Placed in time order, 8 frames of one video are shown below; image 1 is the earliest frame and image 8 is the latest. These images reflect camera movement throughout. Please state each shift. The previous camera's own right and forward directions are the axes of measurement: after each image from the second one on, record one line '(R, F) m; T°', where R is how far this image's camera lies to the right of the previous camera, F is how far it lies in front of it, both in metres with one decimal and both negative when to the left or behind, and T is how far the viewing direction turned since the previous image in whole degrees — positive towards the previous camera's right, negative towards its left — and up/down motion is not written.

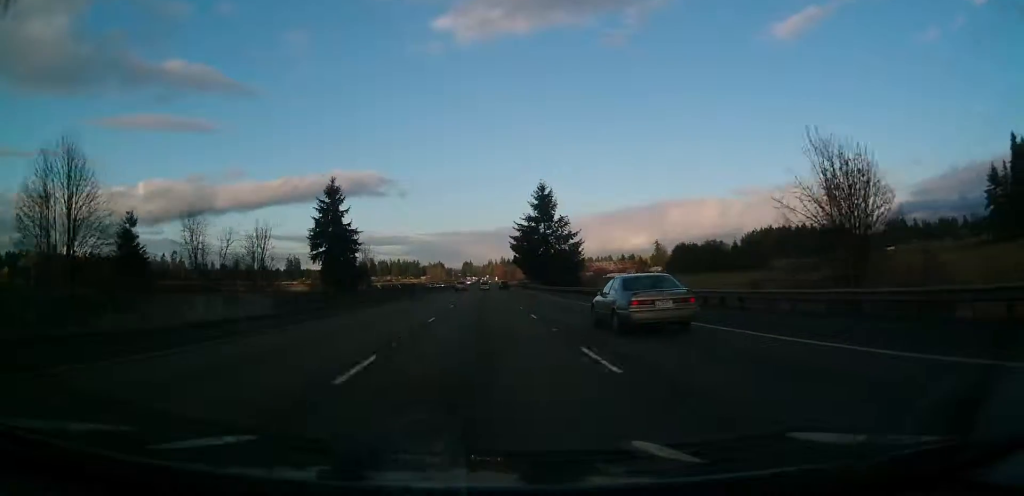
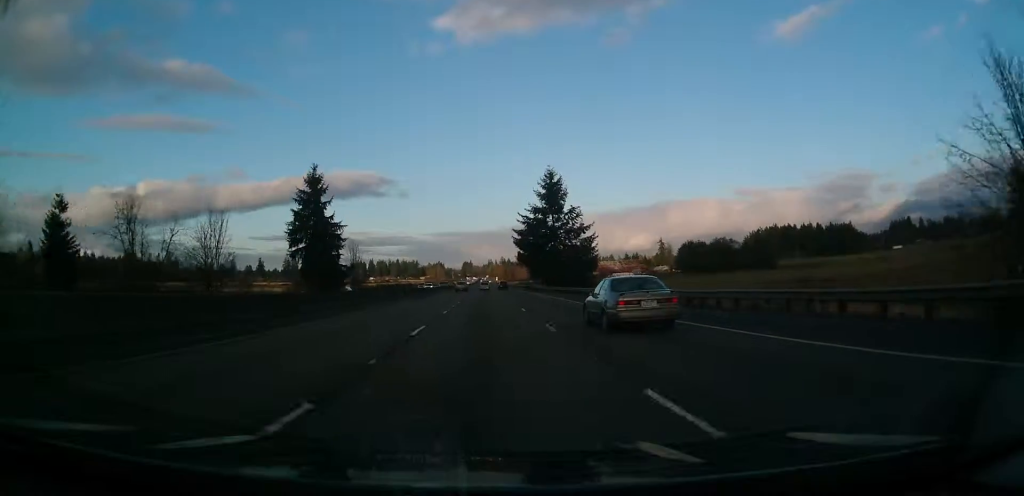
(+0.2, +16.4) m; 0°
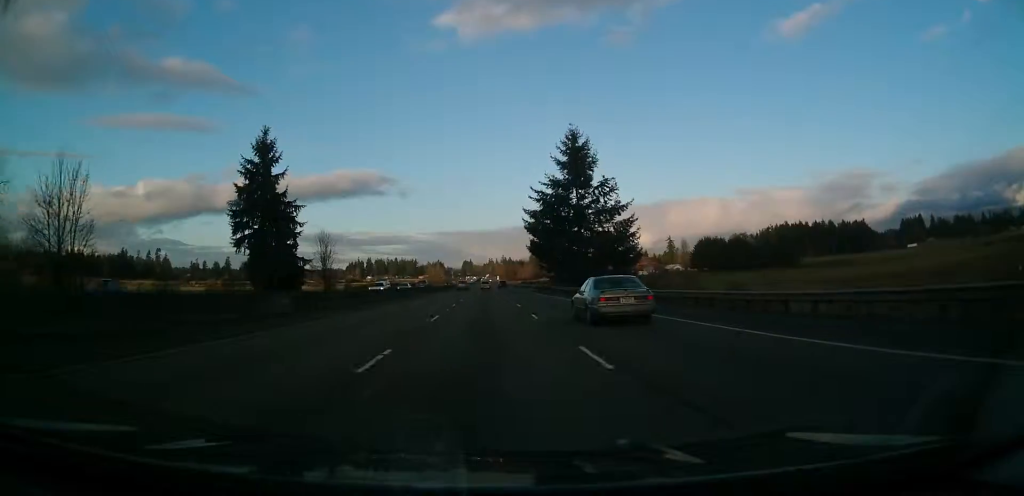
(-0.4, +30.8) m; -1°
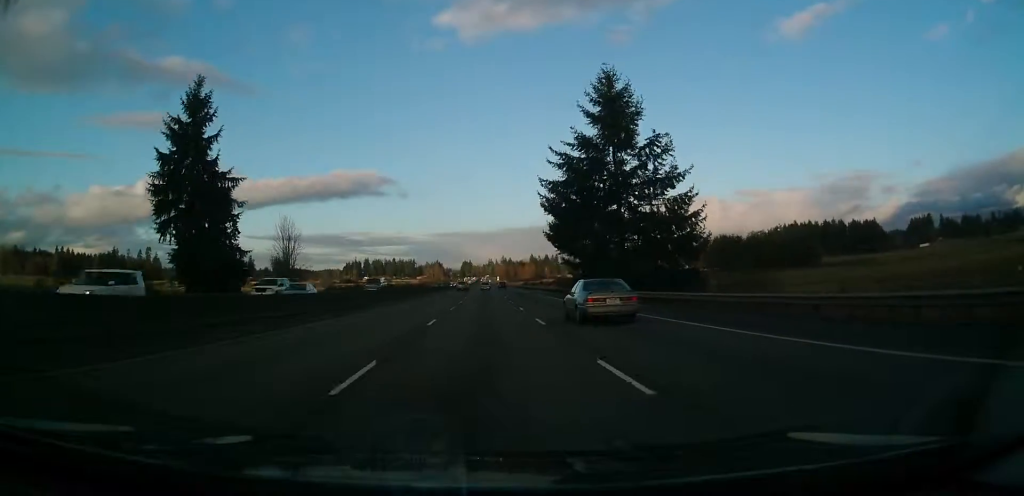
(+0.1, +25.7) m; 0°
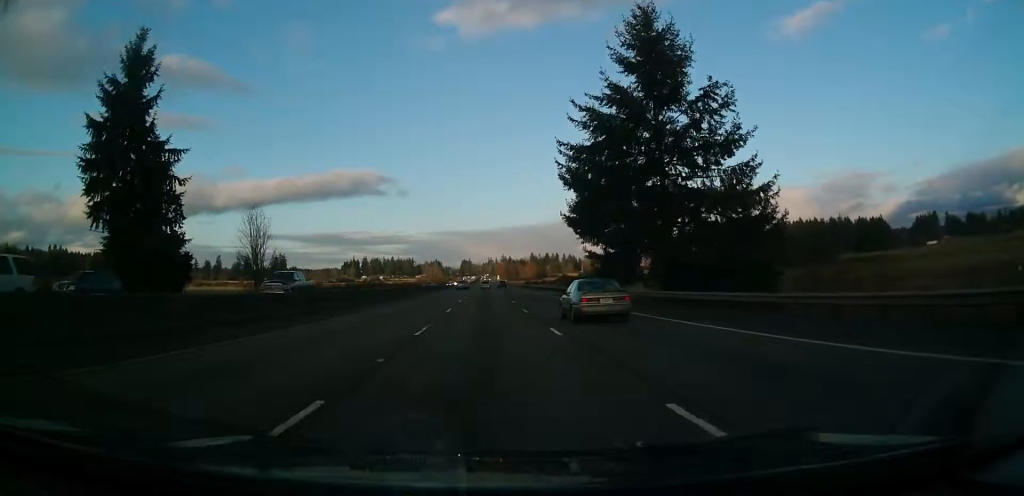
(0.0, +15.4) m; 0°
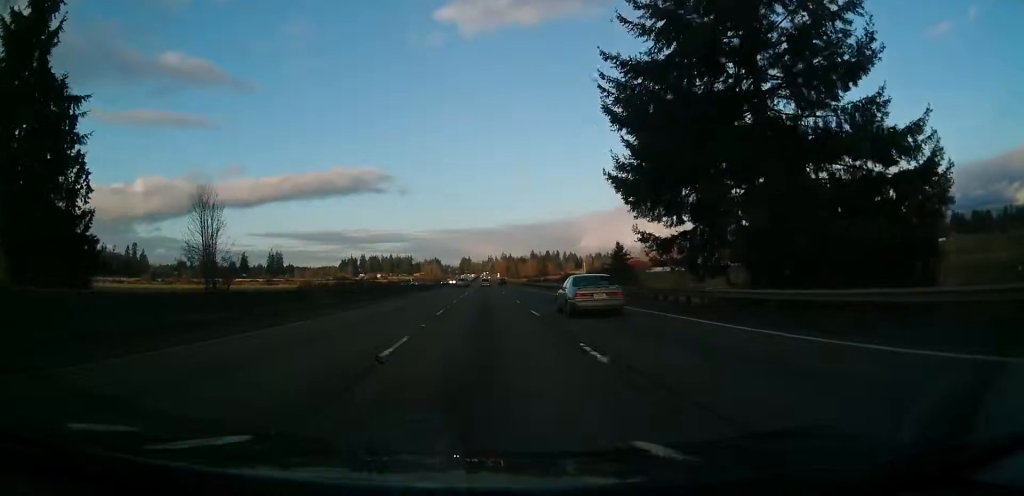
(+0.1, +17.6) m; 0°
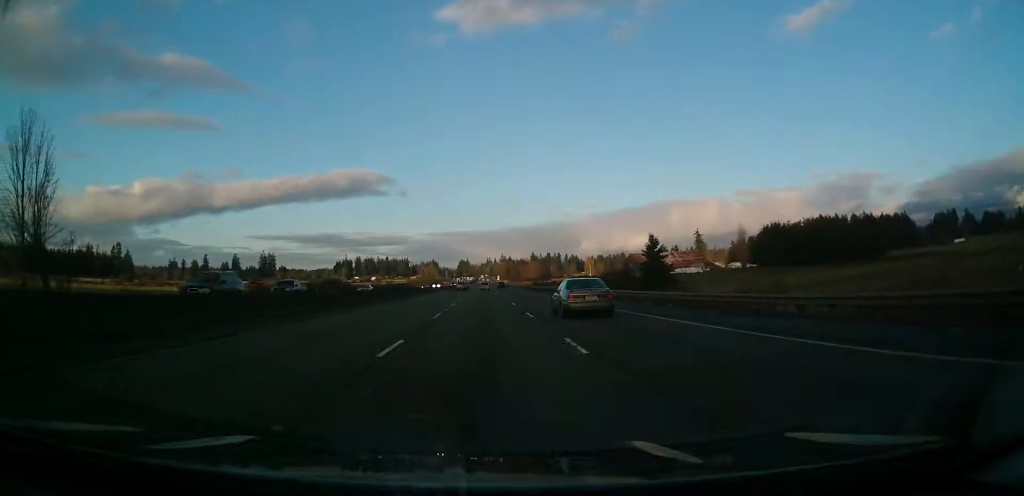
(0.0, +35.4) m; 0°
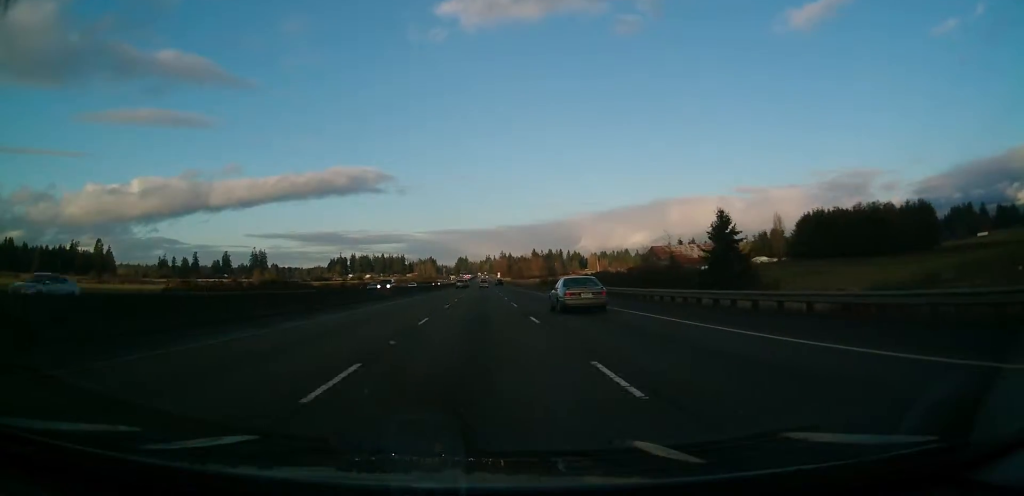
(-0.1, +40.7) m; -1°
